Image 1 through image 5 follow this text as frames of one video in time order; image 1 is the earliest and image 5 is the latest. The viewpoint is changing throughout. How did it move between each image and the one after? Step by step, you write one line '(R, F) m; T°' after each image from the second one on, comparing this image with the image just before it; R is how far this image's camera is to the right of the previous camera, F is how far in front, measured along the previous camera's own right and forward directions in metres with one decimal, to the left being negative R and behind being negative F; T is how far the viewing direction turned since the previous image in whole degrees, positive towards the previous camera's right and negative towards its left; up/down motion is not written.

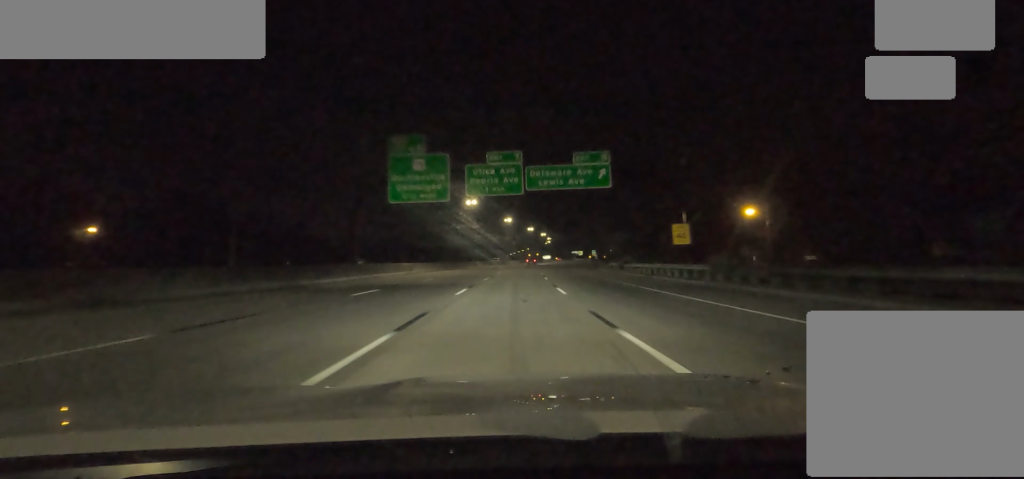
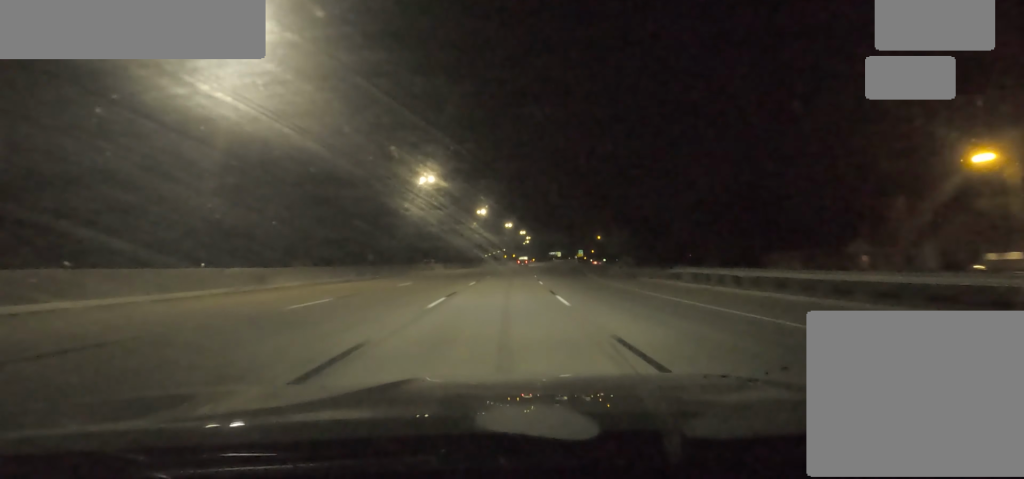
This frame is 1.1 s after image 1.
(+2.3, +31.0) m; +4°
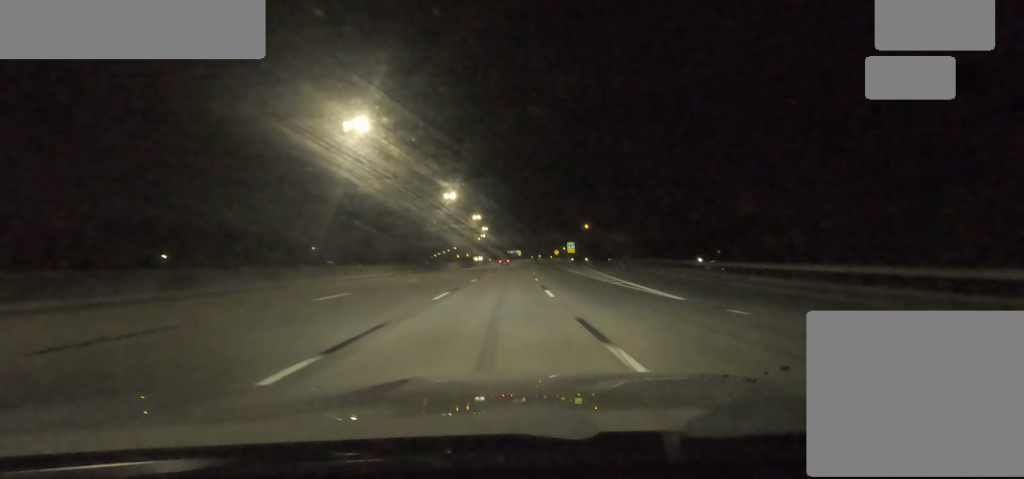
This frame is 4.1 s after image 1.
(+1.8, +79.1) m; +4°
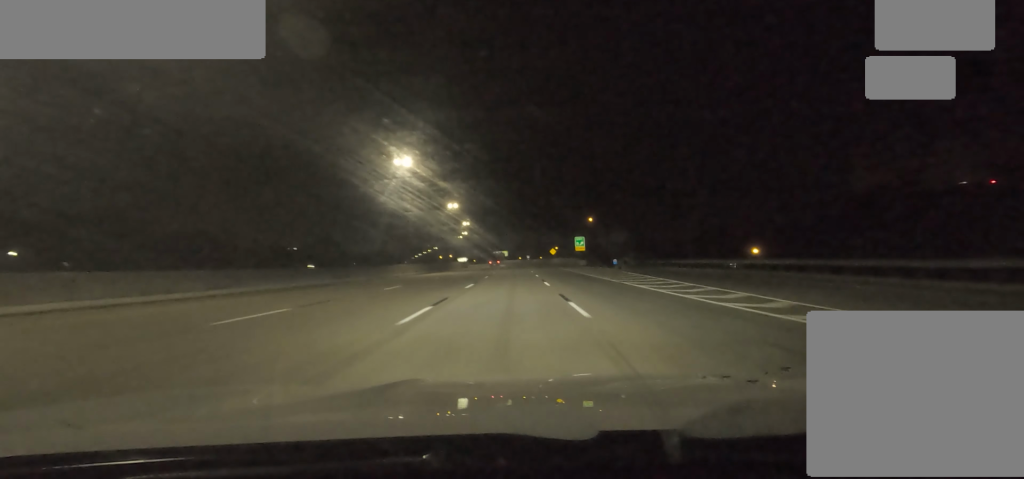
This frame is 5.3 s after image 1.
(+0.3, +32.7) m; +1°
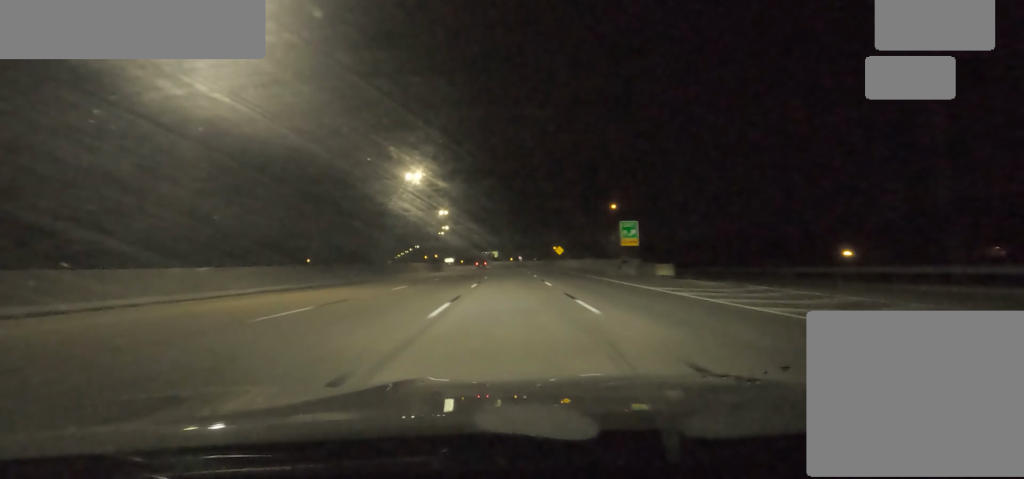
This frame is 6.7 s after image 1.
(0.0, +37.6) m; 0°
